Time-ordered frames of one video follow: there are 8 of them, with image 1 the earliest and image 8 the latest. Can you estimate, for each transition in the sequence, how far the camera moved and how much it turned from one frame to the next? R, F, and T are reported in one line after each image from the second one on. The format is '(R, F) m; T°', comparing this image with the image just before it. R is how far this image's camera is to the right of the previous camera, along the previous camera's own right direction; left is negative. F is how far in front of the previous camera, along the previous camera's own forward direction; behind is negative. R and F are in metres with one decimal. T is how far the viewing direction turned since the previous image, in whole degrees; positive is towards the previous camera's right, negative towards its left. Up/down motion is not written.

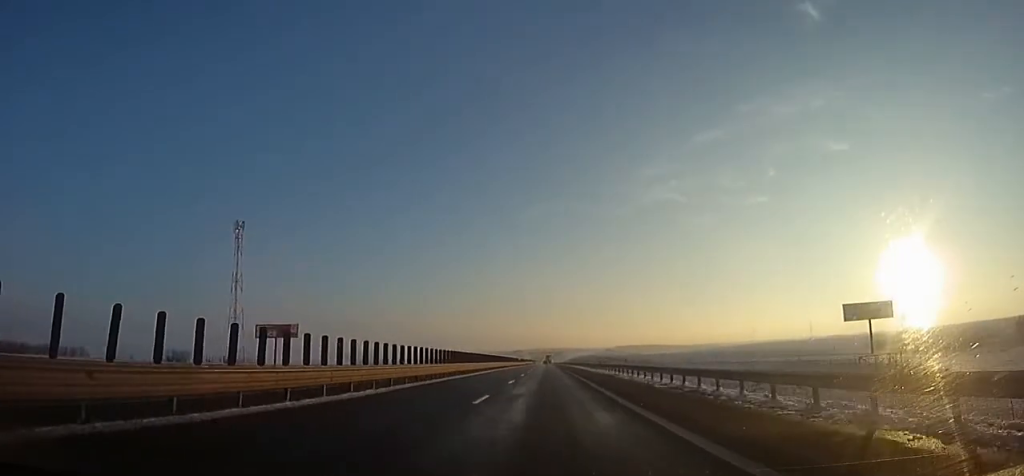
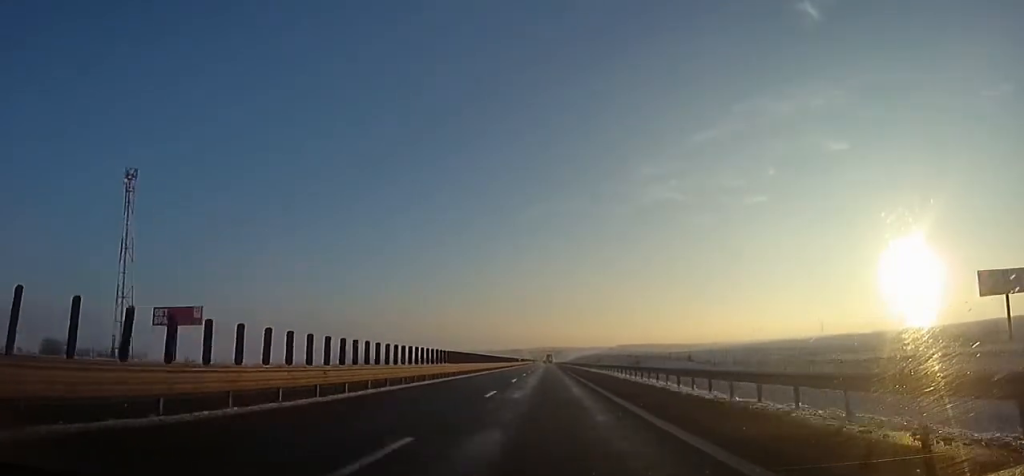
(0.0, +45.3) m; 0°
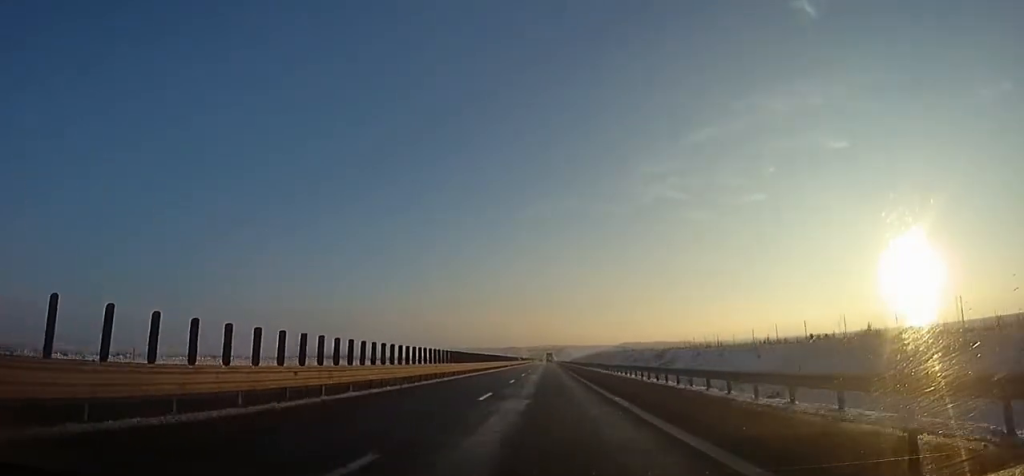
(-0.1, +73.8) m; 0°
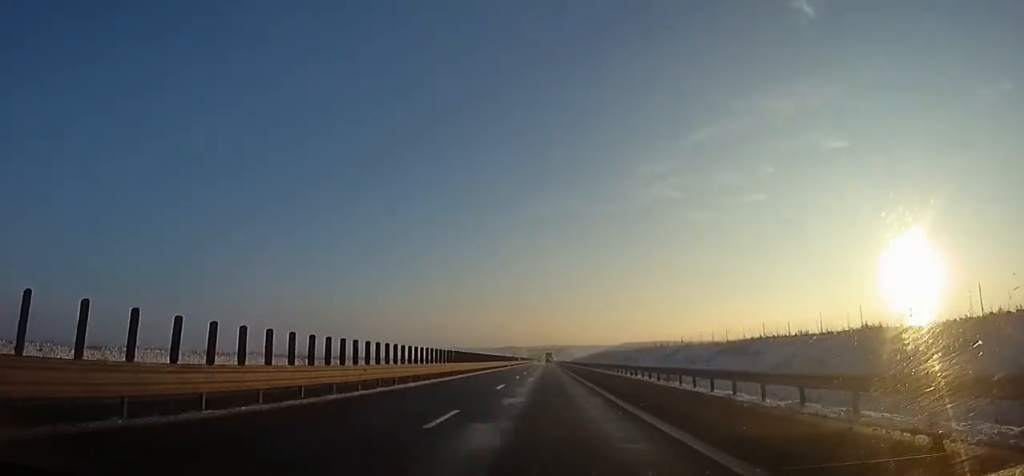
(+0.2, +30.5) m; 0°
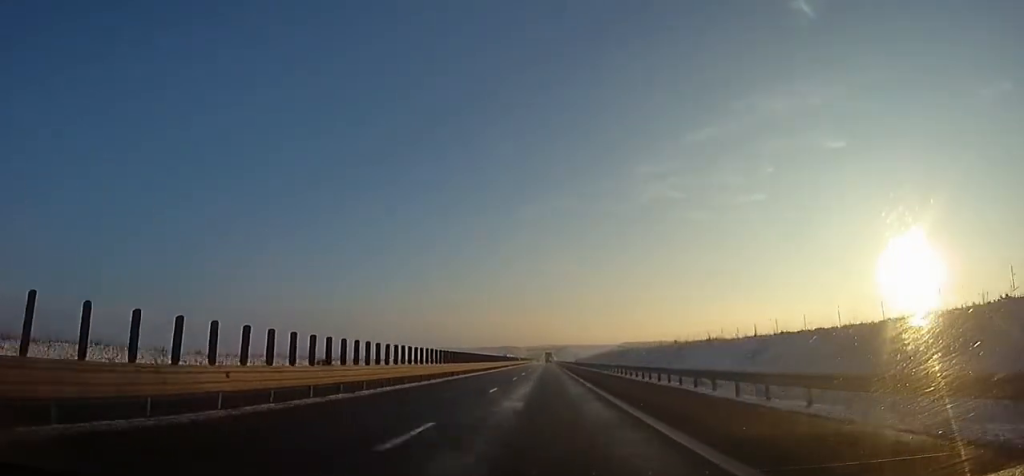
(0.0, +26.2) m; 0°
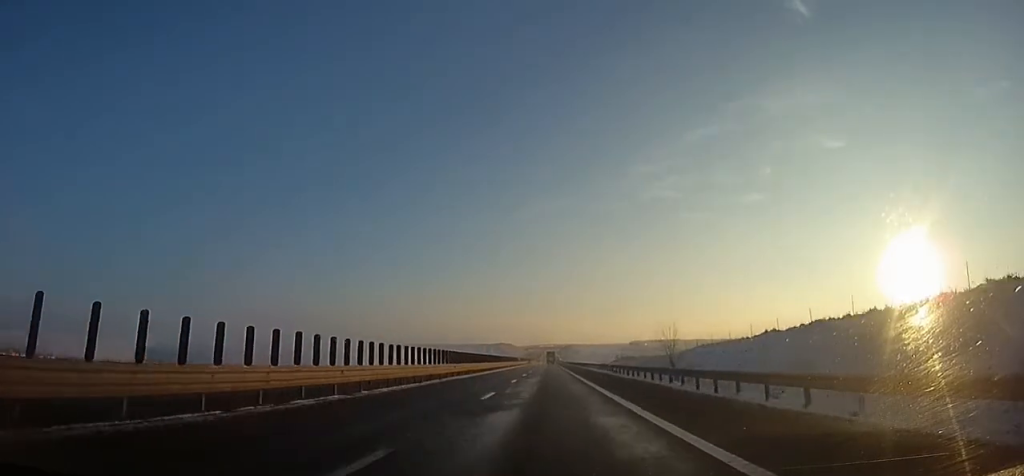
(+0.6, +135.2) m; +1°
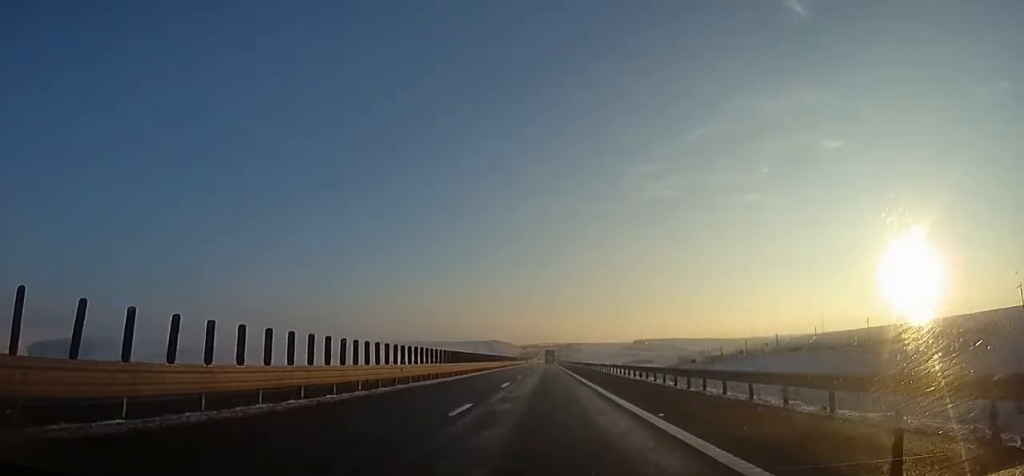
(-0.1, +65.3) m; 0°
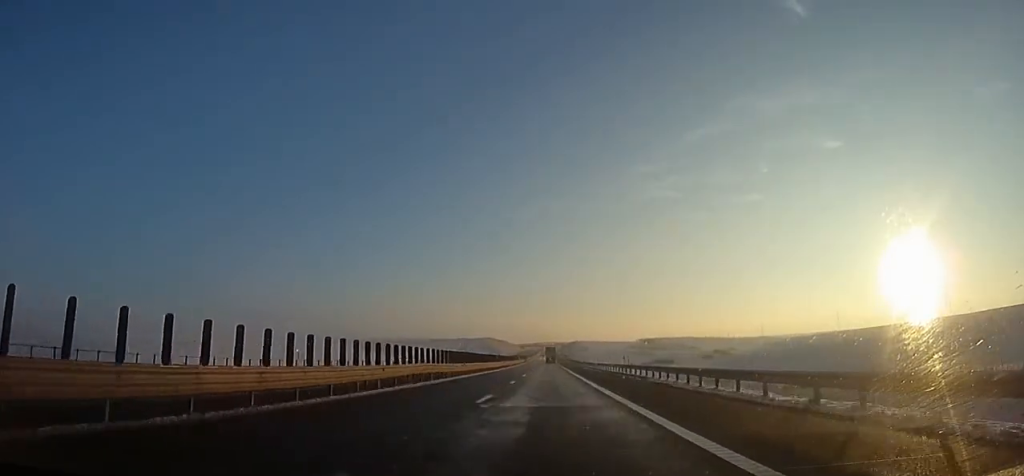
(-0.1, +56.7) m; 0°
